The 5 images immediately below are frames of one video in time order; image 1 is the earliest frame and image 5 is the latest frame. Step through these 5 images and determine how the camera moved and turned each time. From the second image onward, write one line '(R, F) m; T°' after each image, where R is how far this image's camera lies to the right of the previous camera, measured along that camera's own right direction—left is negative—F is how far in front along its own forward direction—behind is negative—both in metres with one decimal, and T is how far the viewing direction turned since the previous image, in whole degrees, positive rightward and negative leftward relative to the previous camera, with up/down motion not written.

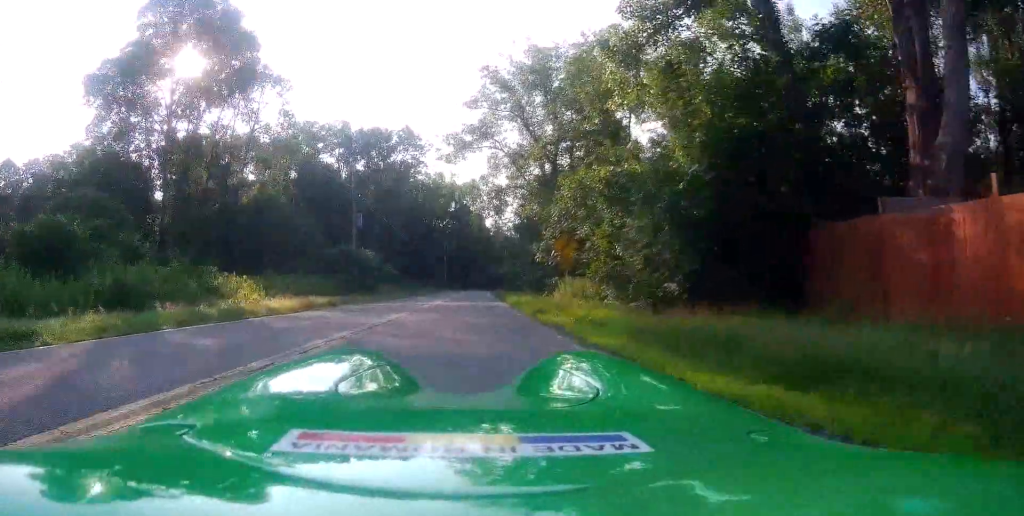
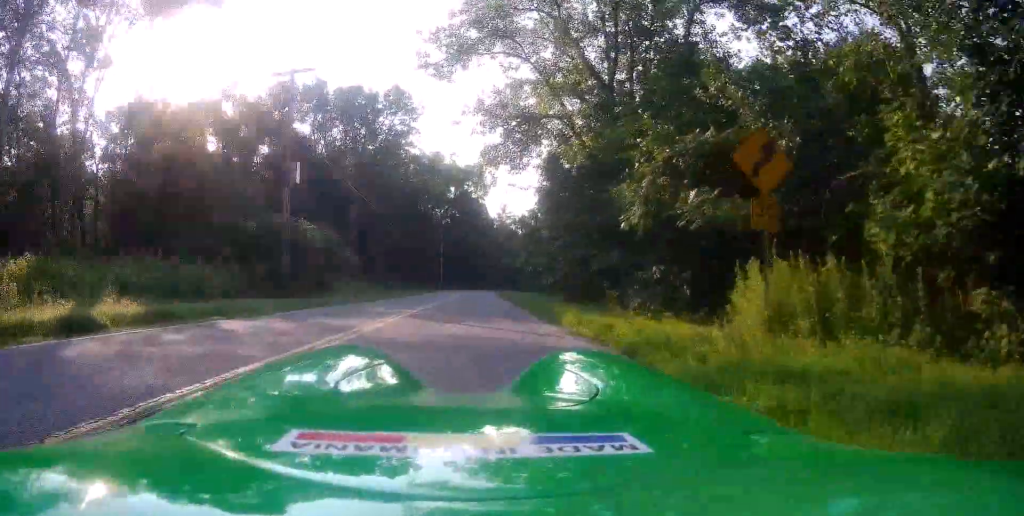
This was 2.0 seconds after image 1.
(+0.3, +12.8) m; +4°
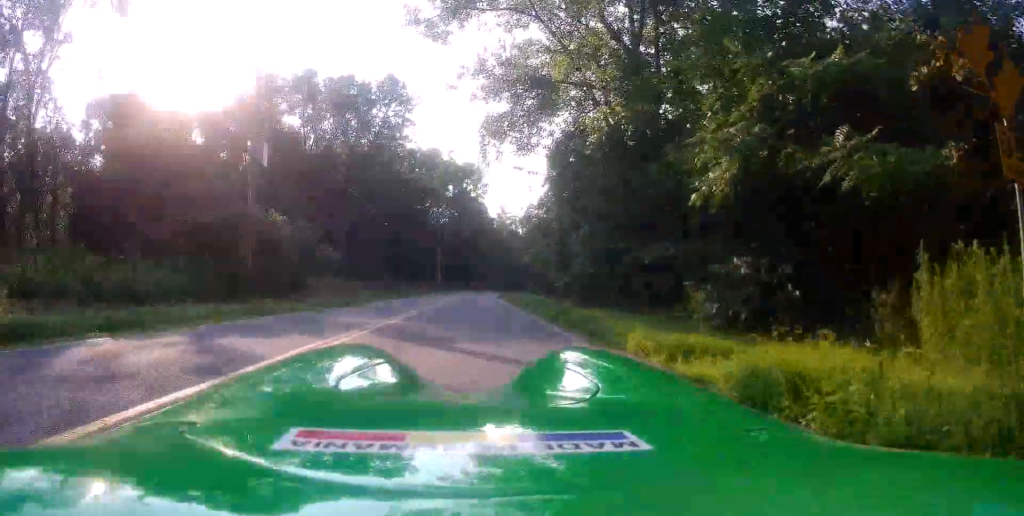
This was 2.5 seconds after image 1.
(0.0, +3.3) m; 0°
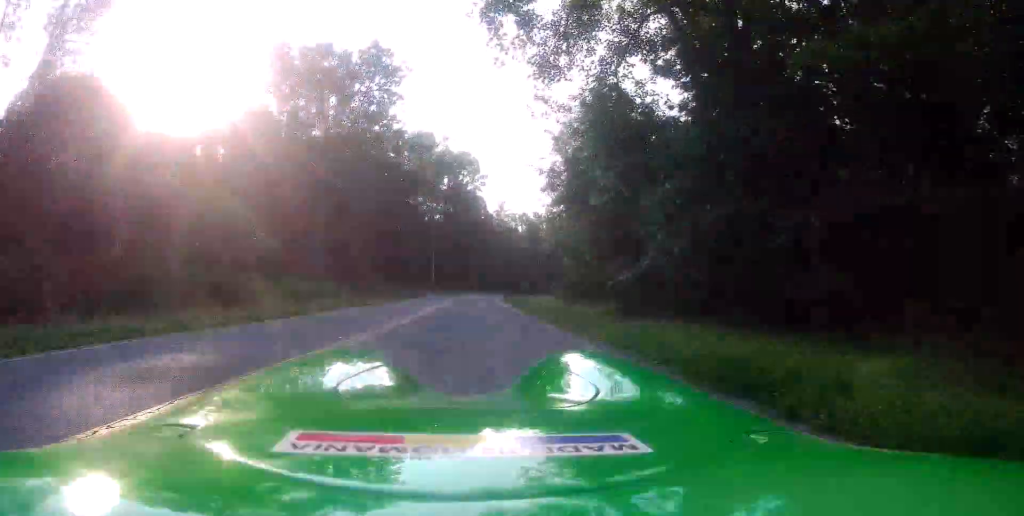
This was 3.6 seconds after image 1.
(0.0, +6.5) m; 0°
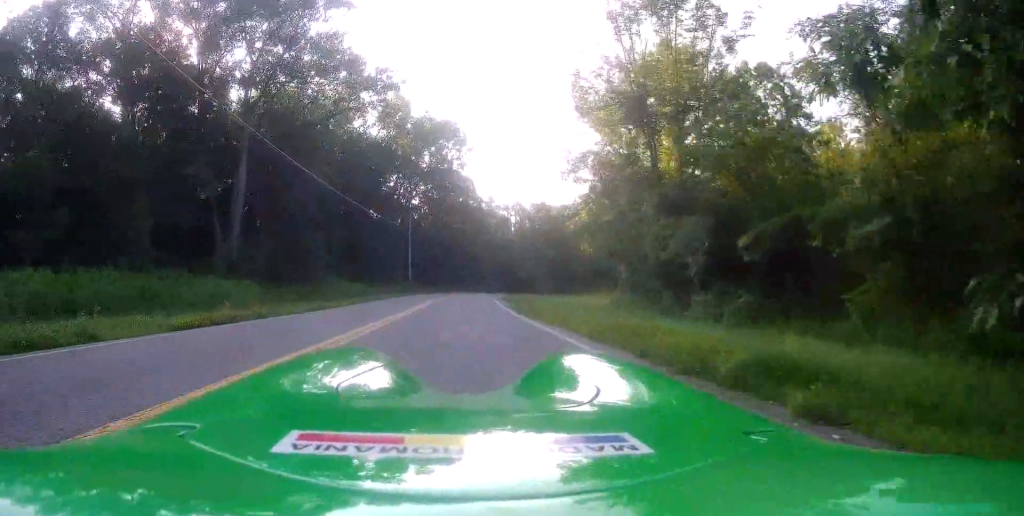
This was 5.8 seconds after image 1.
(0.0, +14.7) m; 0°
